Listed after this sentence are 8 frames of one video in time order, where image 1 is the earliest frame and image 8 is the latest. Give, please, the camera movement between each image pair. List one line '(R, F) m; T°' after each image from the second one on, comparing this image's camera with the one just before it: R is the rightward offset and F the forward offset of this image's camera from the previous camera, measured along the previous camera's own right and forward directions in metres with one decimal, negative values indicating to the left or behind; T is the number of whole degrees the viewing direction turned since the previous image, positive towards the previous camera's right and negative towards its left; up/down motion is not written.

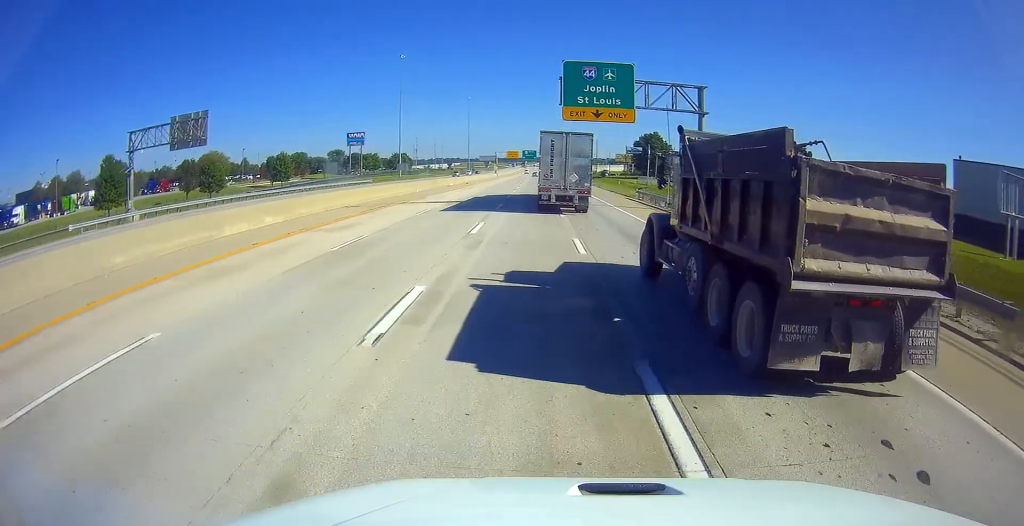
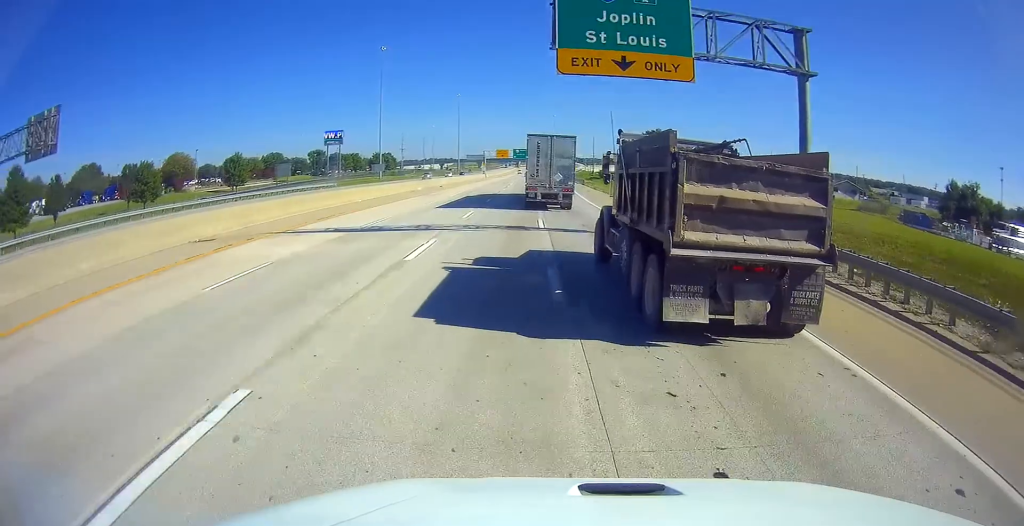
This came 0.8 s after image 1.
(0.0, +18.3) m; 0°
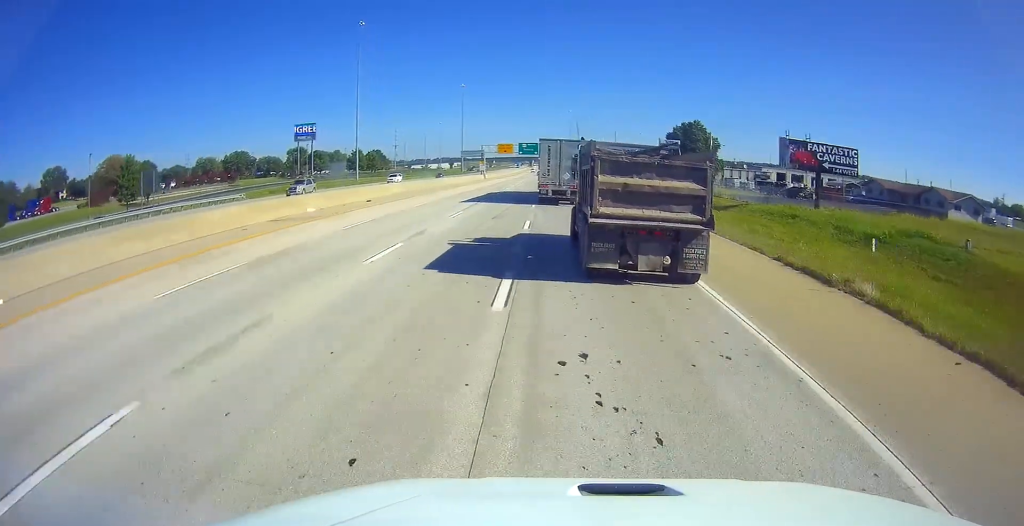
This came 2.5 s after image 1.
(-1.0, +38.3) m; -2°
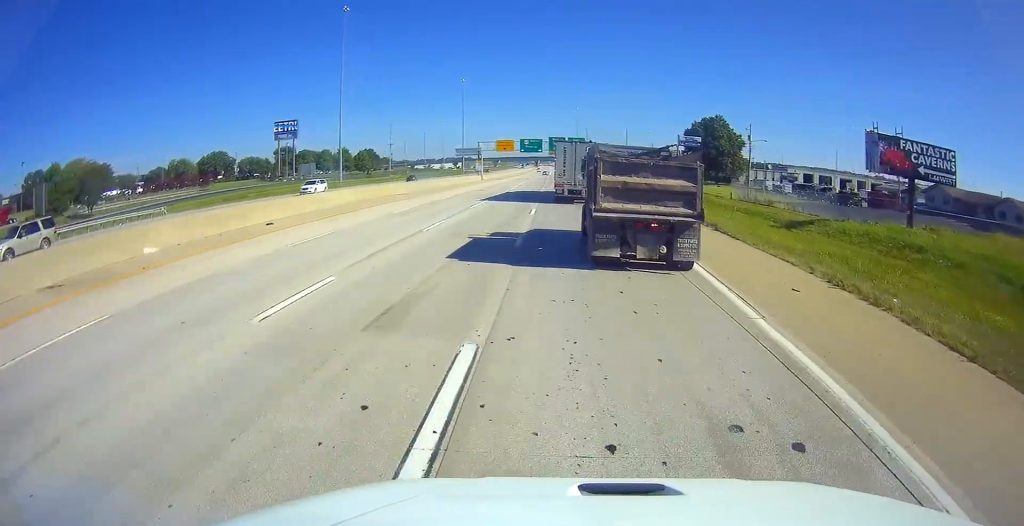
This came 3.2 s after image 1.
(+0.2, +17.9) m; 0°
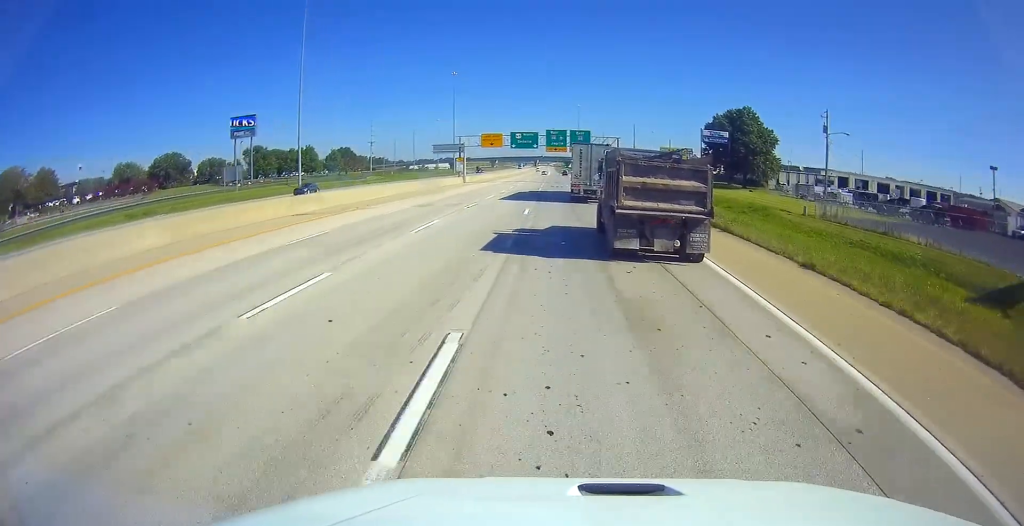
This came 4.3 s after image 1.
(-0.1, +24.7) m; 0°
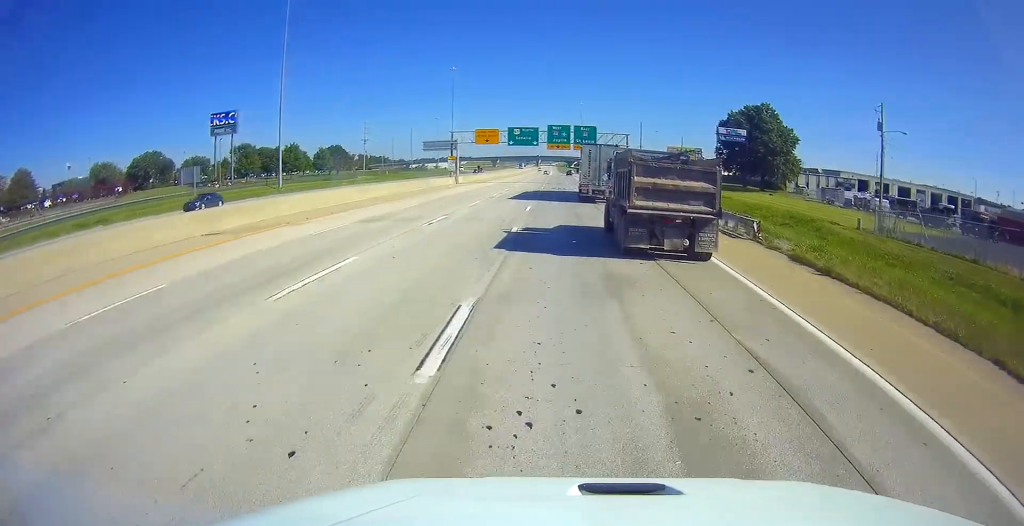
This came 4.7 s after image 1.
(-0.3, +10.4) m; 0°
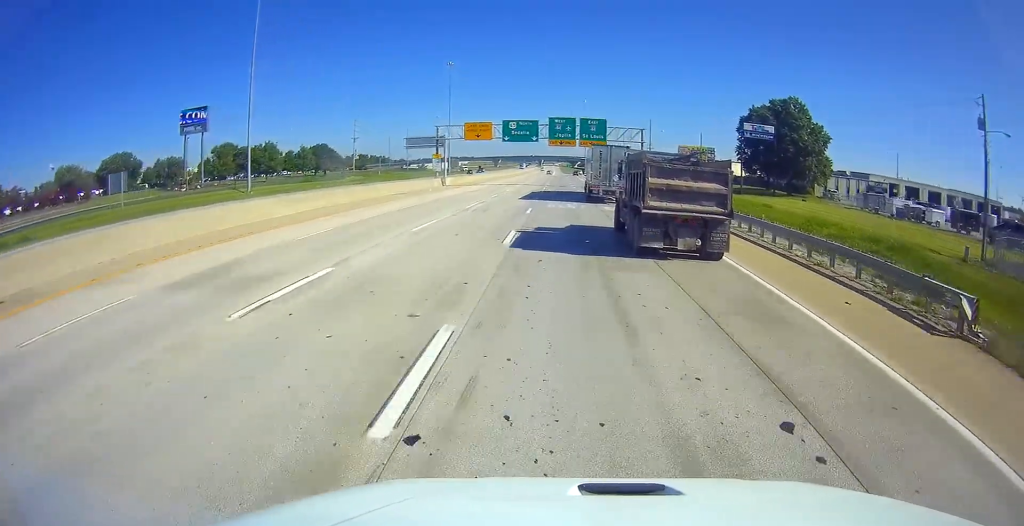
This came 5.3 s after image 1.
(+0.4, +13.9) m; 0°
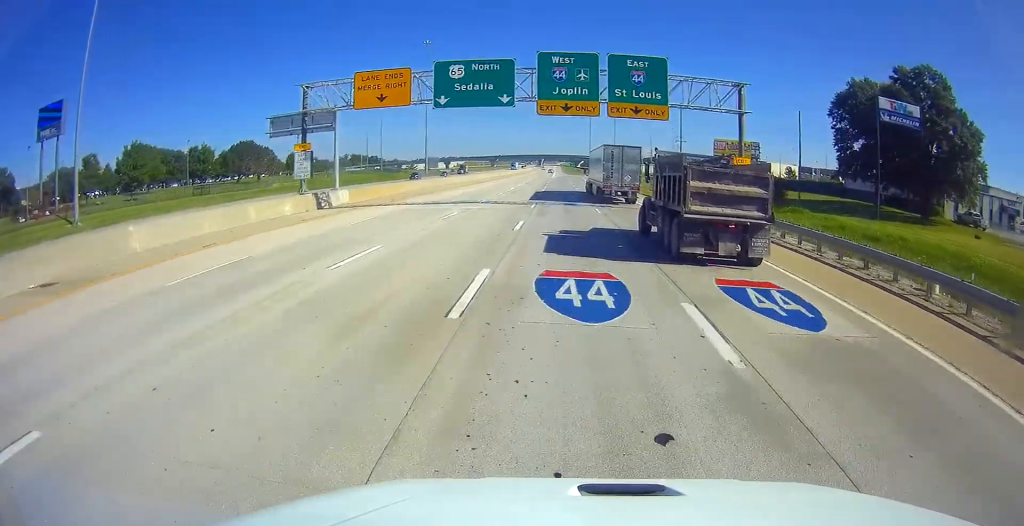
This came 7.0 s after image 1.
(-0.7, +44.5) m; -1°
